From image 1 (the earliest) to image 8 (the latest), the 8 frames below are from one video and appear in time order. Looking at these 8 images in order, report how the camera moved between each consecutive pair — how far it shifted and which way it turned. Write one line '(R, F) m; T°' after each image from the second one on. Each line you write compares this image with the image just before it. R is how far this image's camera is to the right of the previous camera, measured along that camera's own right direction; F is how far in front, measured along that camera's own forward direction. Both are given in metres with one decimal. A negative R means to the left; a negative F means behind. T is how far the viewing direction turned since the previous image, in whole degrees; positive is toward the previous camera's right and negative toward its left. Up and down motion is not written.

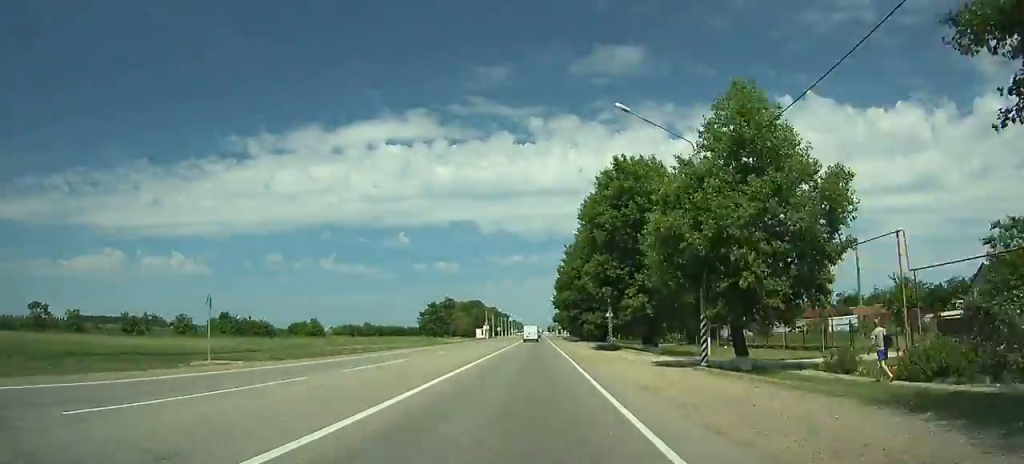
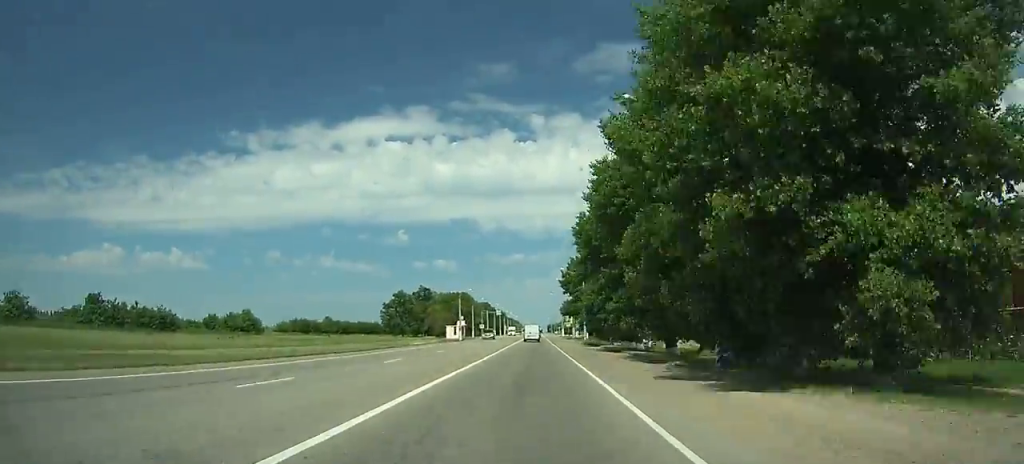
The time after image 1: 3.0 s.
(0.0, +60.1) m; 0°
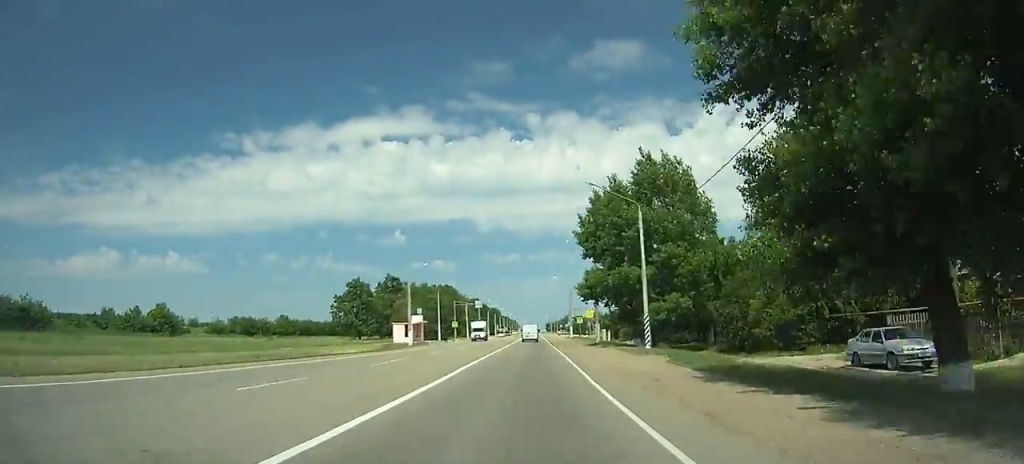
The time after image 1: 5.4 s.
(-0.1, +48.1) m; 0°
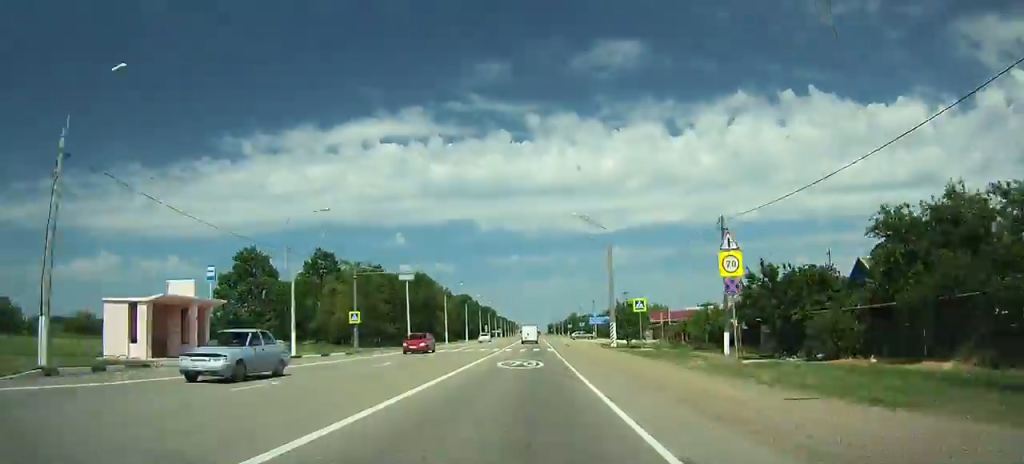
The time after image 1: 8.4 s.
(-0.1, +60.0) m; 0°
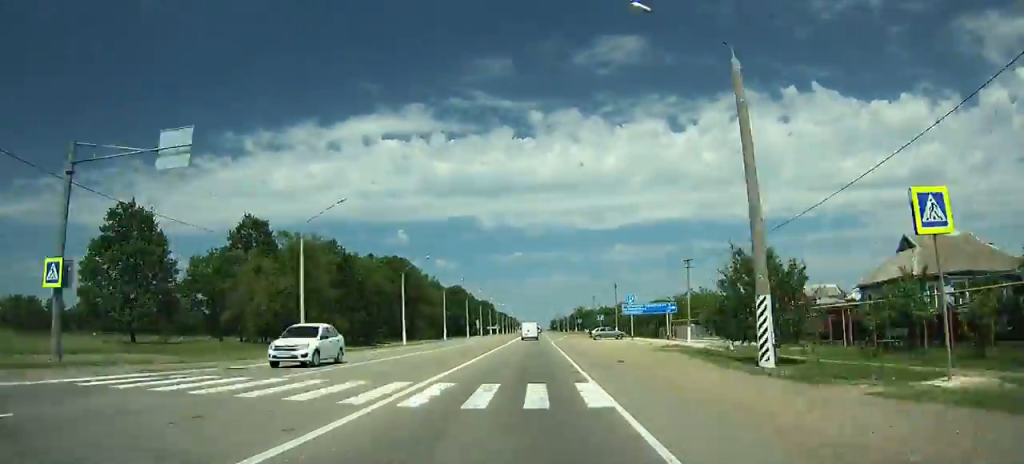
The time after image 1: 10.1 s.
(-0.1, +34.0) m; 0°
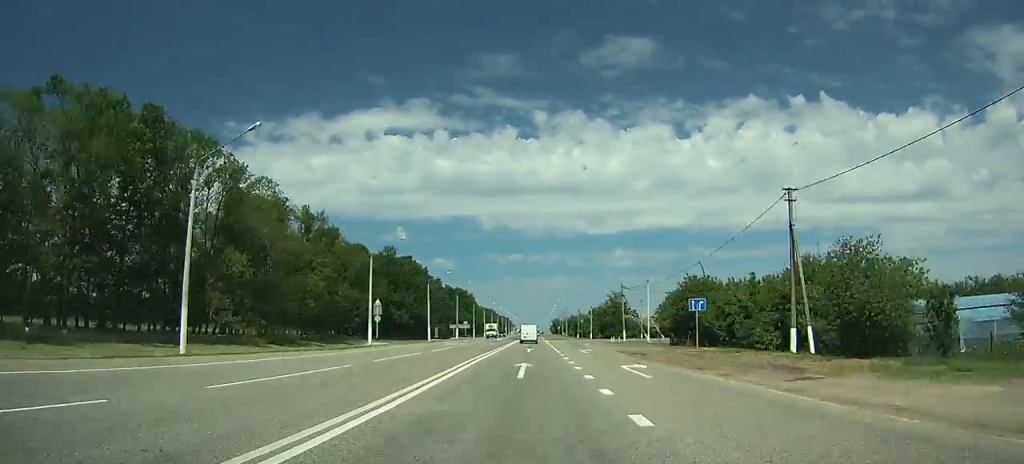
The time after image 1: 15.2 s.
(+0.4, +102.9) m; 0°
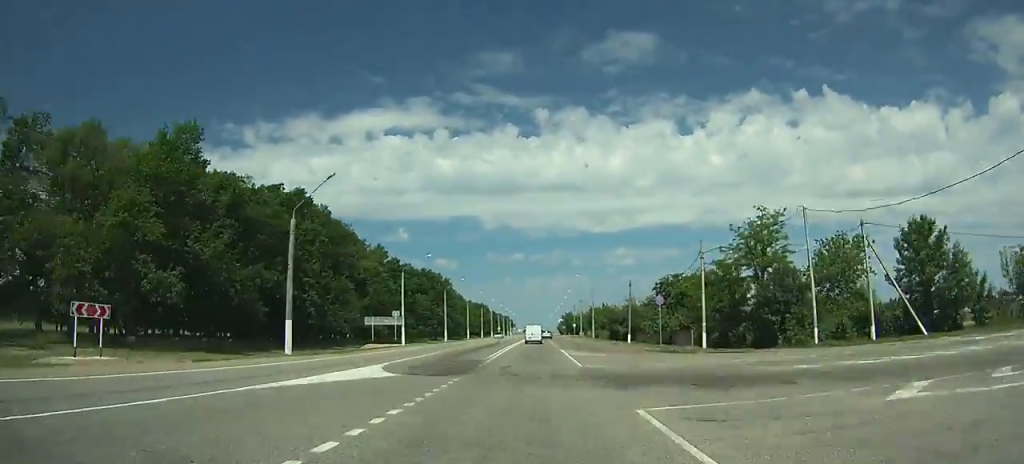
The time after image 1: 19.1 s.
(0.0, +80.0) m; 0°
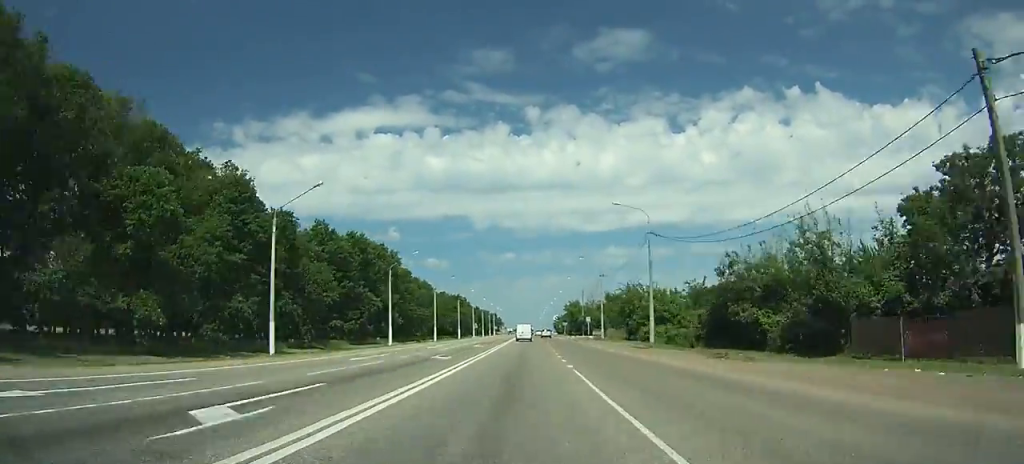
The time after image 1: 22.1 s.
(+0.1, +62.7) m; 0°
